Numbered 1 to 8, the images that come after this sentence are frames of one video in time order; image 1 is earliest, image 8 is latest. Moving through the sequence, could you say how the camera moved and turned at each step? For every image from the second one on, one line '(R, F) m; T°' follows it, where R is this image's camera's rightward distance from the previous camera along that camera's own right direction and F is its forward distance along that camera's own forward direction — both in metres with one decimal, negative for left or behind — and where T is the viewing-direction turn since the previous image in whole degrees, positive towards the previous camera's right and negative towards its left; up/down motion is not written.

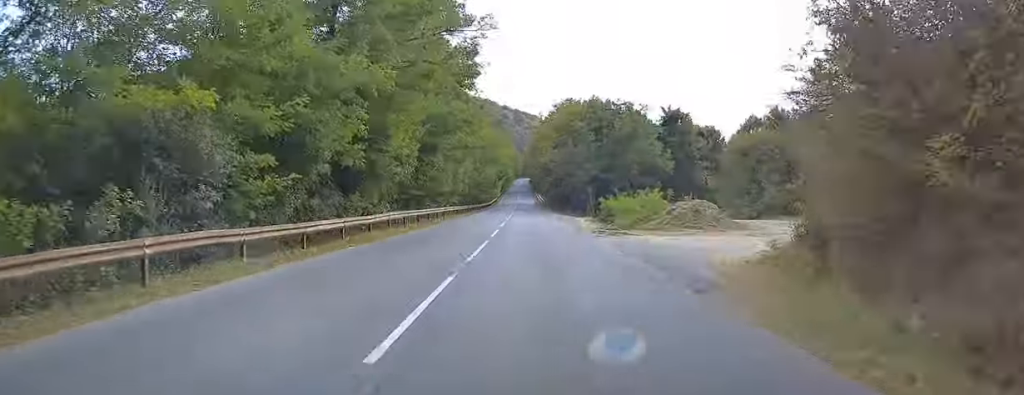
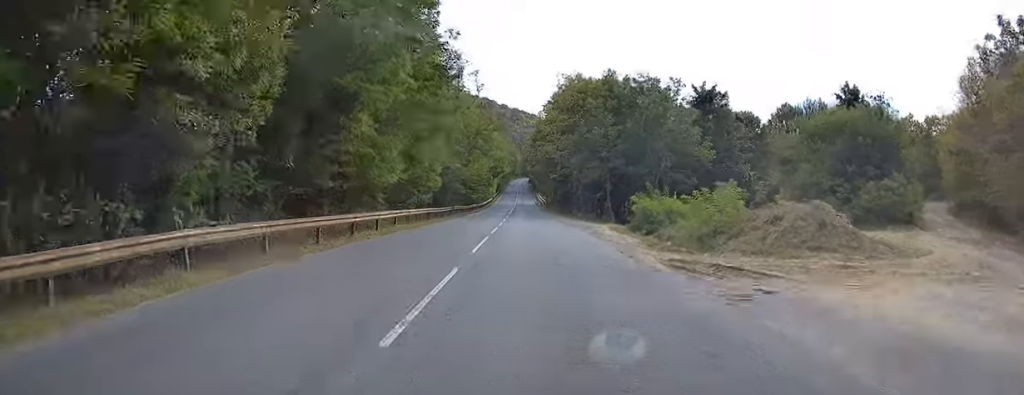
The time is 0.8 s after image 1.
(+0.8, +17.5) m; +2°
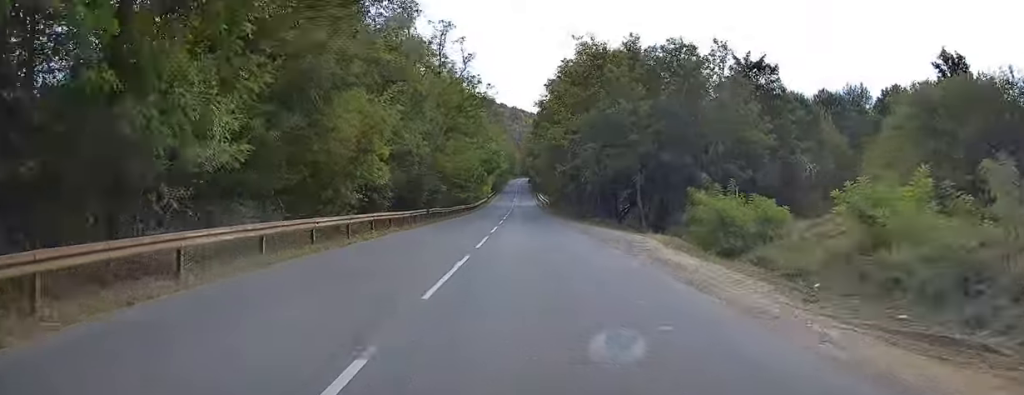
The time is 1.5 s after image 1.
(+0.1, +15.5) m; 0°
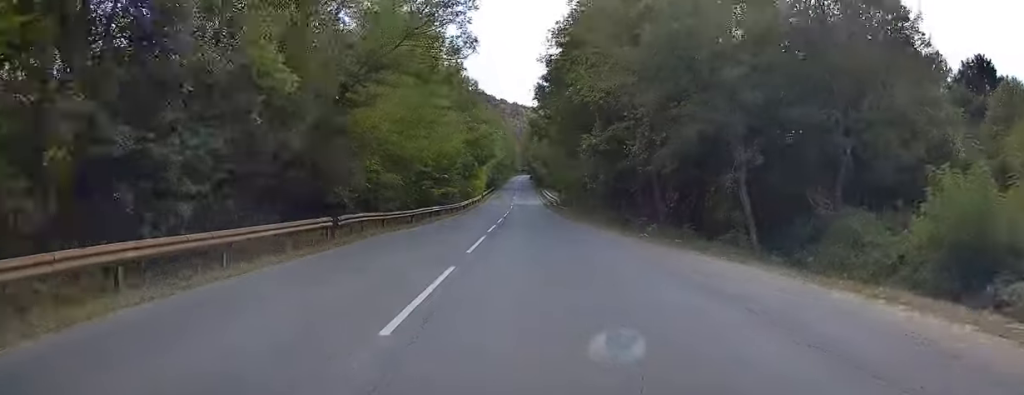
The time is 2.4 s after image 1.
(-0.1, +20.8) m; -1°
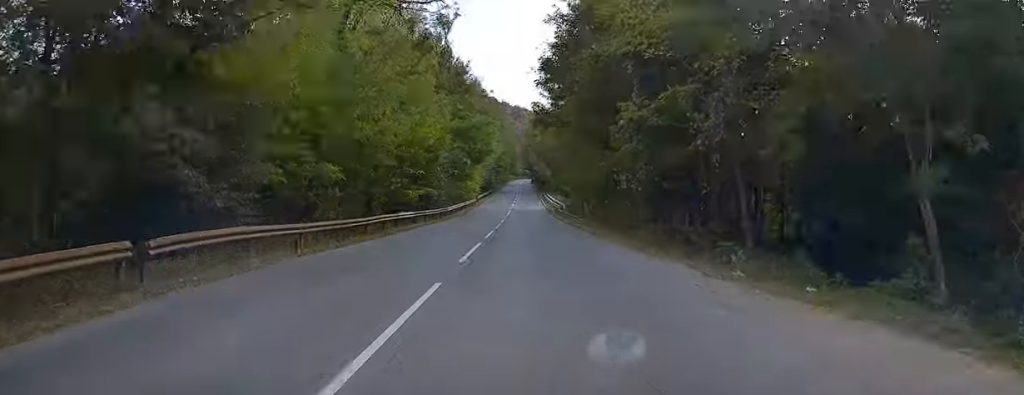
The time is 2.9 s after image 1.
(0.0, +11.1) m; -1°
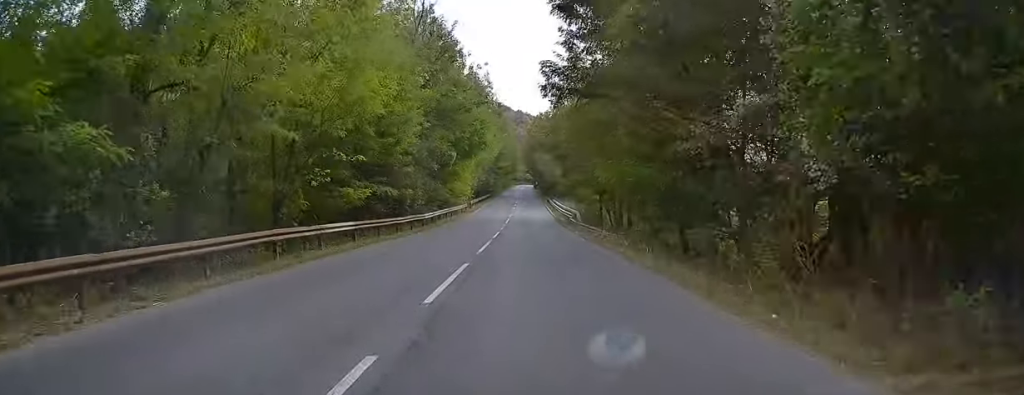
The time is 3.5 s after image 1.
(-0.2, +13.4) m; -1°
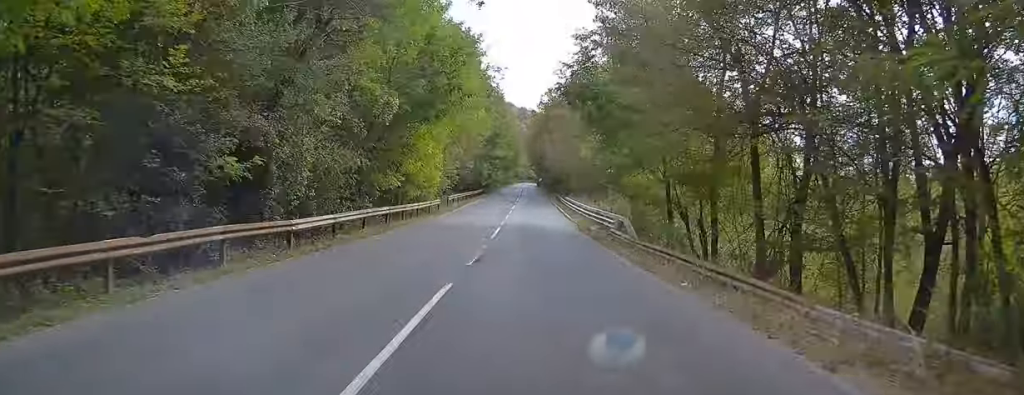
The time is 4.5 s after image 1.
(-0.1, +22.3) m; 0°
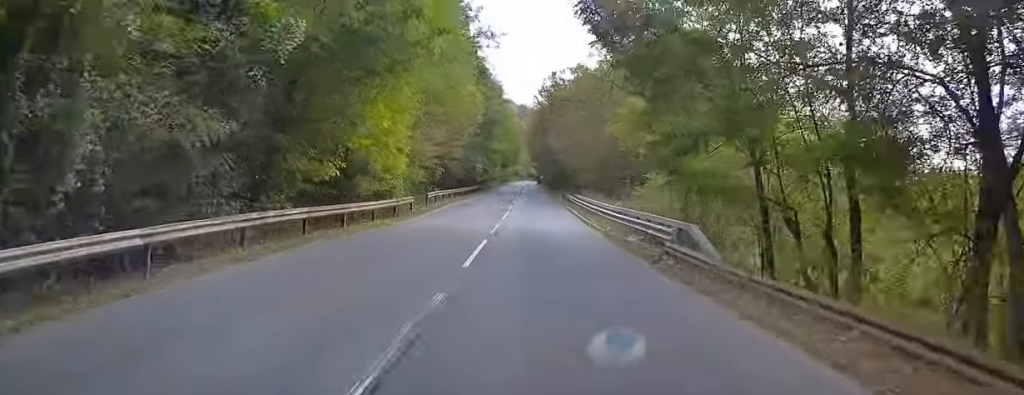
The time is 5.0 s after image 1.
(0.0, +10.5) m; 0°
